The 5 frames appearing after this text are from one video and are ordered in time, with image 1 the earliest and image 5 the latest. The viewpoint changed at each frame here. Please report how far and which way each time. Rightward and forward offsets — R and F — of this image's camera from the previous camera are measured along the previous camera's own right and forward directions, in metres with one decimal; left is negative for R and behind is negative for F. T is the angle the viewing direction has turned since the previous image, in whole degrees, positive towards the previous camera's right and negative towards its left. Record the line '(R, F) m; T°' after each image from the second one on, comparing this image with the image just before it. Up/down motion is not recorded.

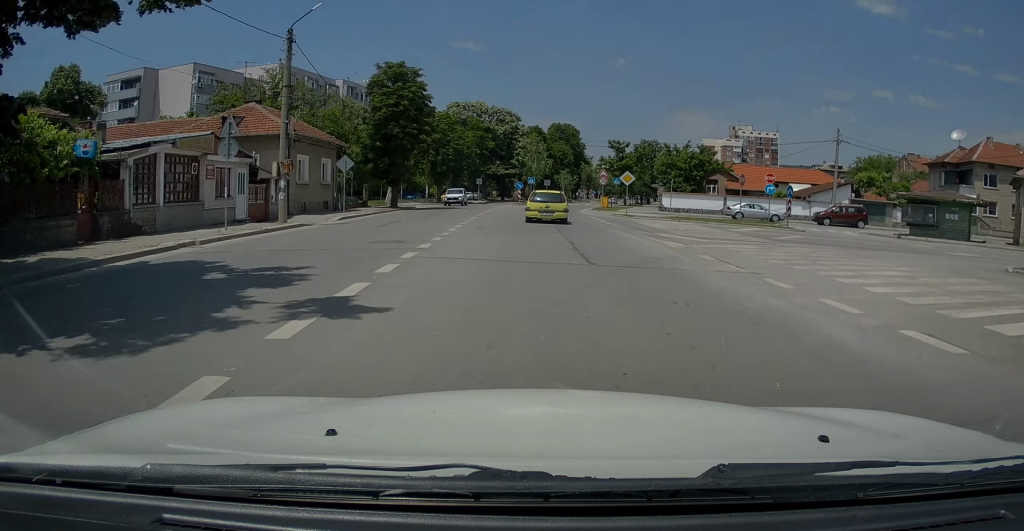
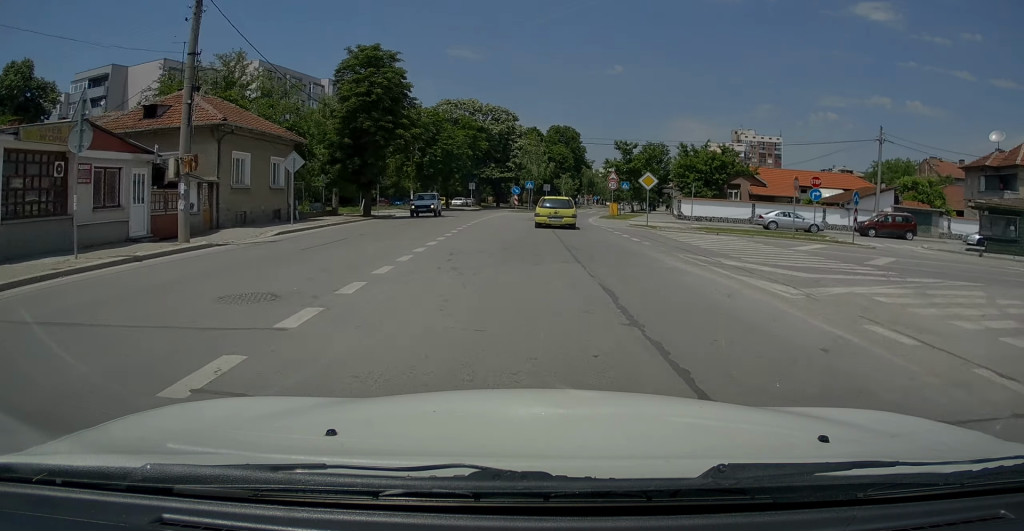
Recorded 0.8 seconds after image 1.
(+0.1, +7.3) m; 0°
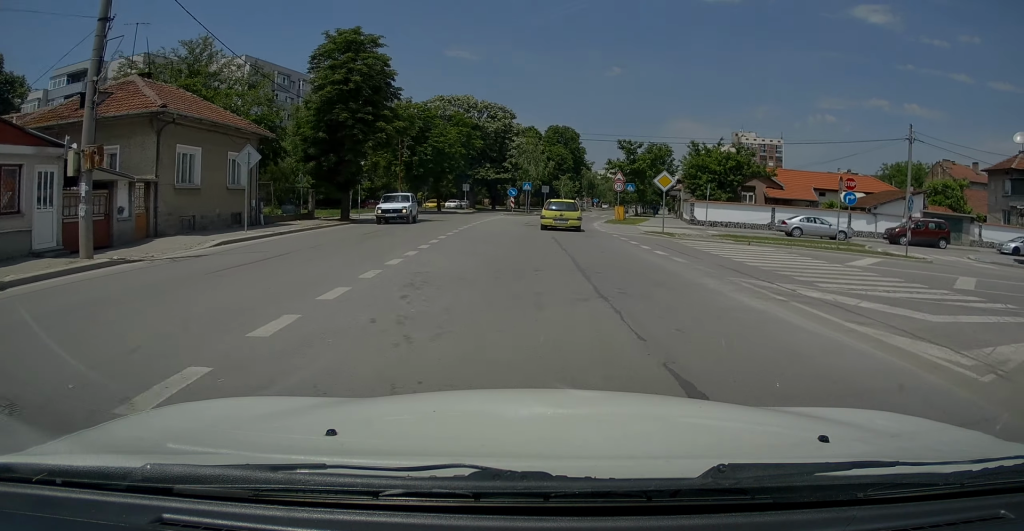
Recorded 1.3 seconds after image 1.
(0.0, +4.4) m; 0°
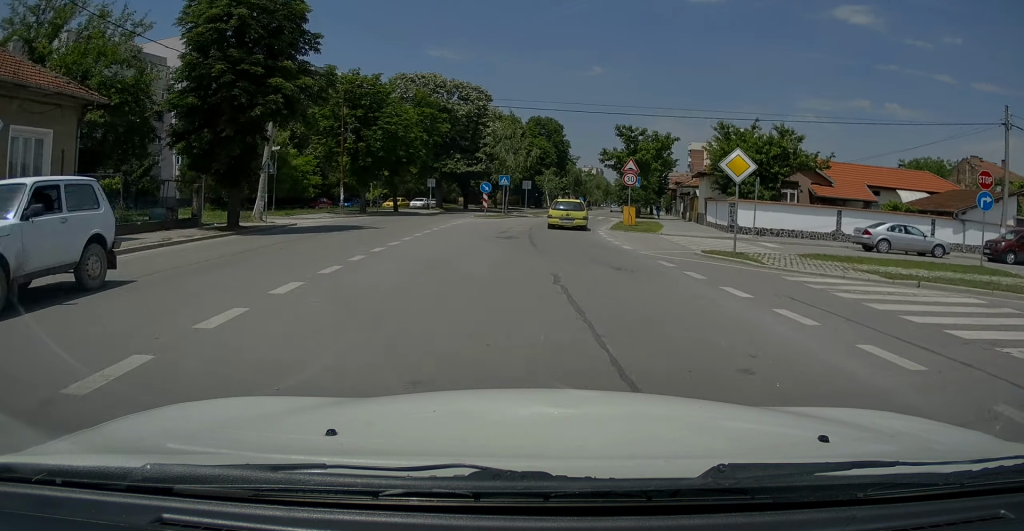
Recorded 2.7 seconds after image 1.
(-0.1, +11.7) m; +1°
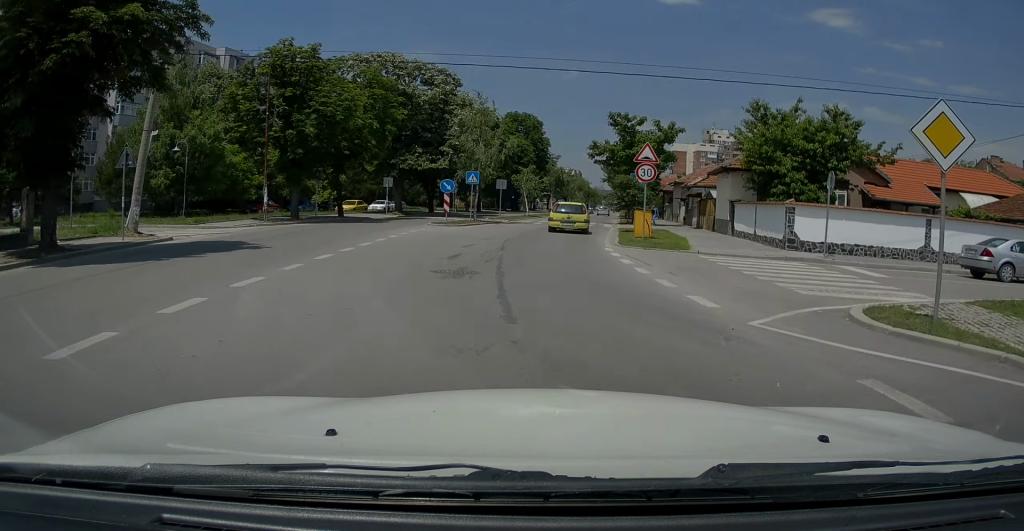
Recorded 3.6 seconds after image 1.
(+0.2, +8.9) m; +4°
